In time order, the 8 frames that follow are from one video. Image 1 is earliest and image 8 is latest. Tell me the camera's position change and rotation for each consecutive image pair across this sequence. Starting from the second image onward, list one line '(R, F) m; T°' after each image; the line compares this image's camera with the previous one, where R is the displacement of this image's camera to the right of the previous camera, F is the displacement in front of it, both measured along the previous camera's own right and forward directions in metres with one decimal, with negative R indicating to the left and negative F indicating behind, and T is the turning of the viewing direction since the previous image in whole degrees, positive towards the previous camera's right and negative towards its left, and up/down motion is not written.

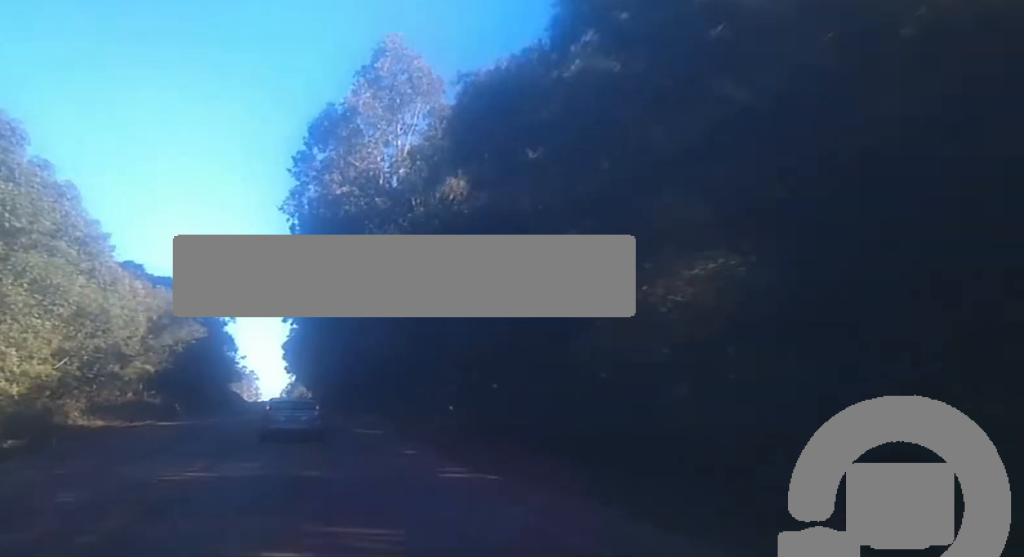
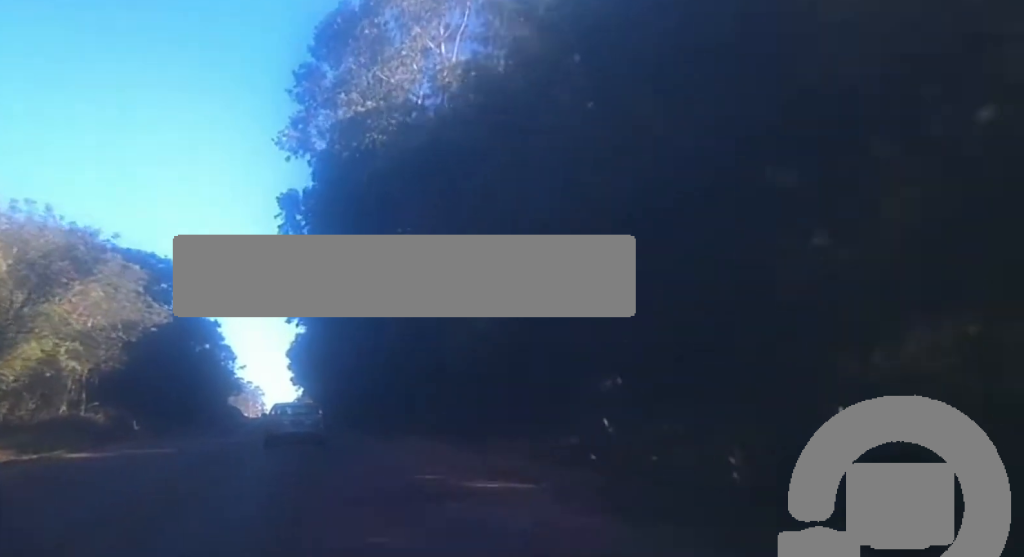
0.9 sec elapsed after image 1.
(-0.3, +23.1) m; -1°
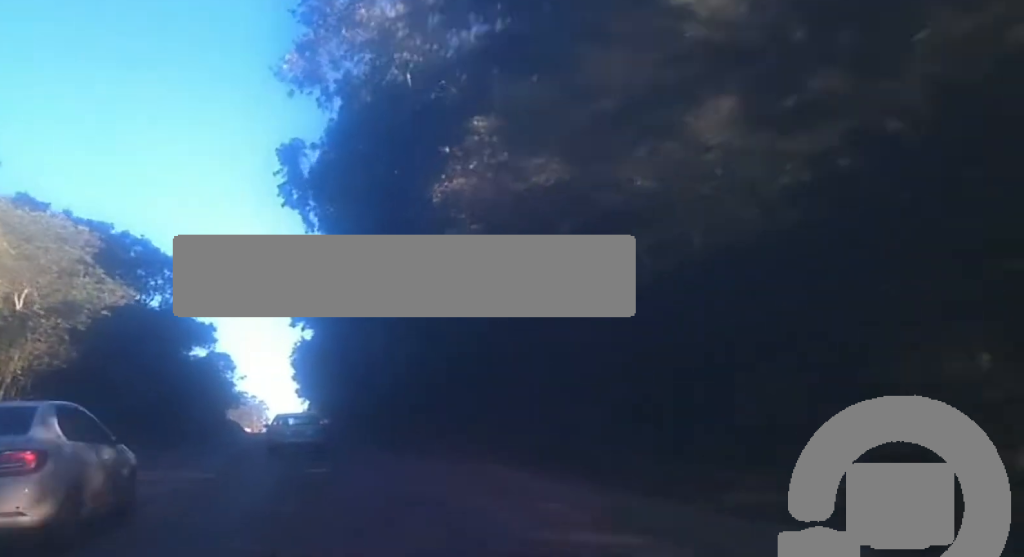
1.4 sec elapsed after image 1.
(0.0, +13.4) m; 0°
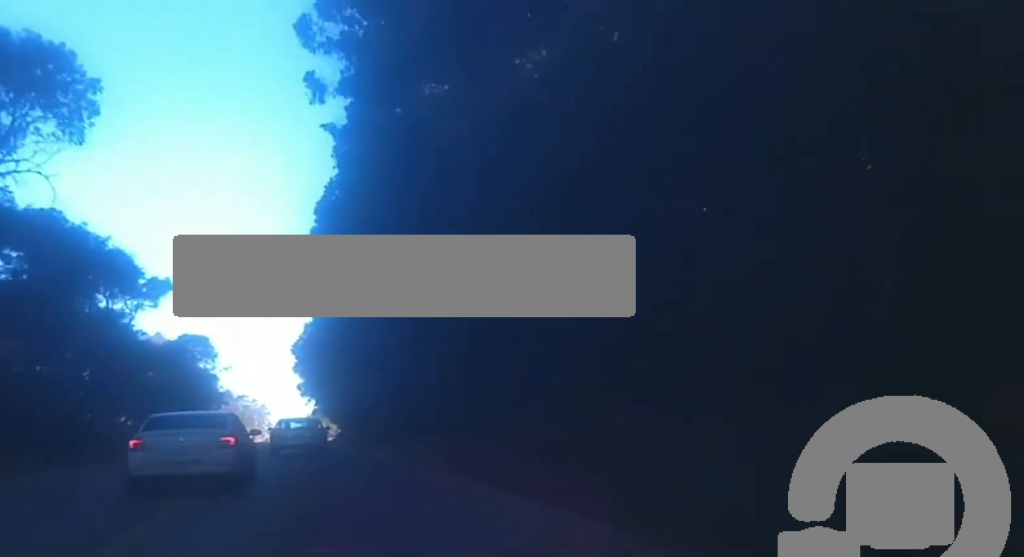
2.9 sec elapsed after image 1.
(0.0, +36.3) m; +1°
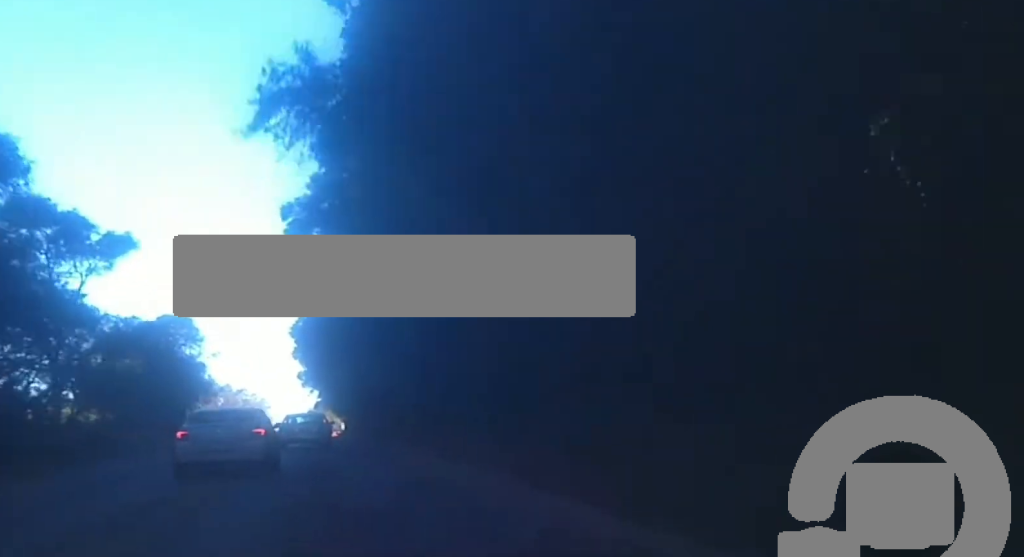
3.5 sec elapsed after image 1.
(+0.2, +14.5) m; 0°
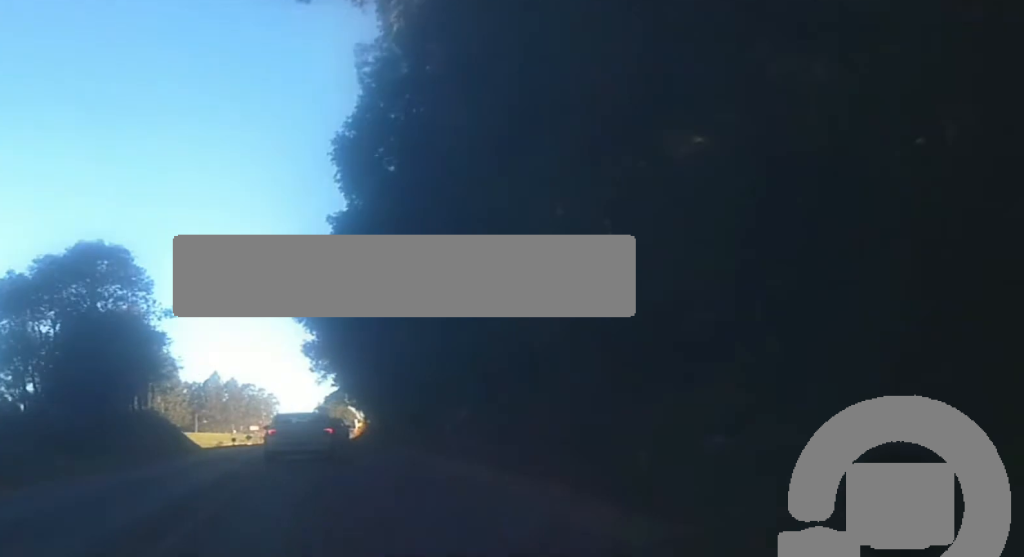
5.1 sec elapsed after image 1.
(-0.4, +38.7) m; -1°
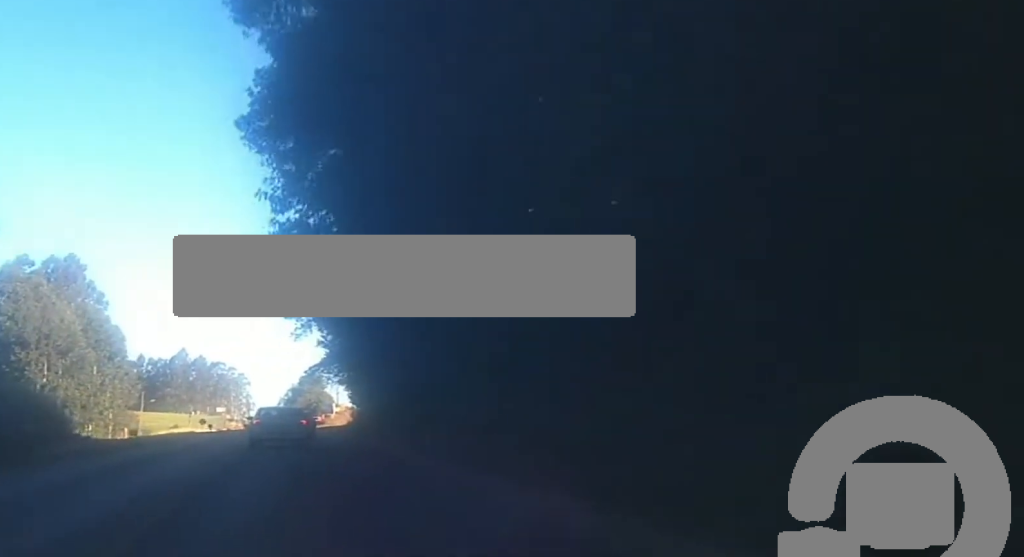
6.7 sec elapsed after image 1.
(+0.3, +38.2) m; 0°
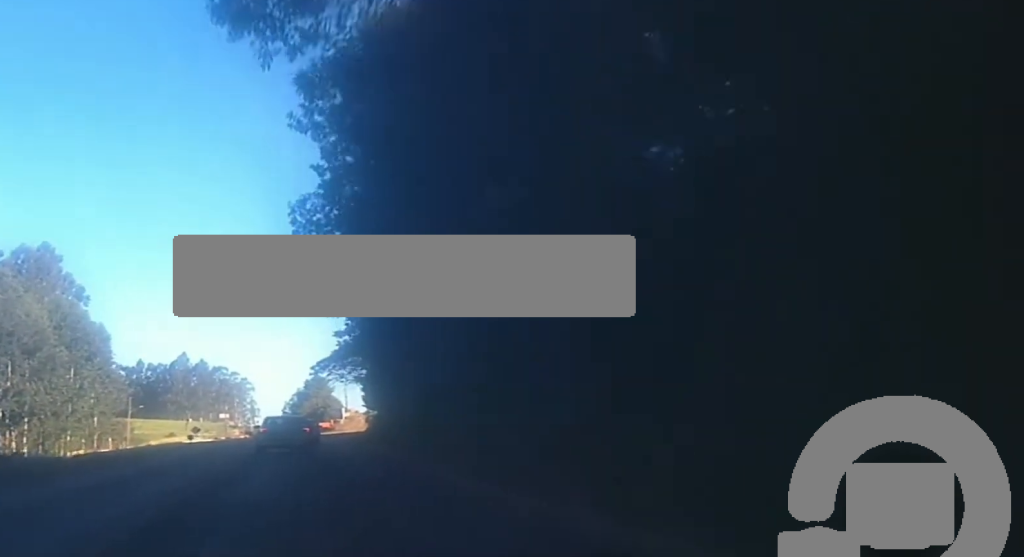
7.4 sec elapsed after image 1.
(-0.1, +18.6) m; 0°
